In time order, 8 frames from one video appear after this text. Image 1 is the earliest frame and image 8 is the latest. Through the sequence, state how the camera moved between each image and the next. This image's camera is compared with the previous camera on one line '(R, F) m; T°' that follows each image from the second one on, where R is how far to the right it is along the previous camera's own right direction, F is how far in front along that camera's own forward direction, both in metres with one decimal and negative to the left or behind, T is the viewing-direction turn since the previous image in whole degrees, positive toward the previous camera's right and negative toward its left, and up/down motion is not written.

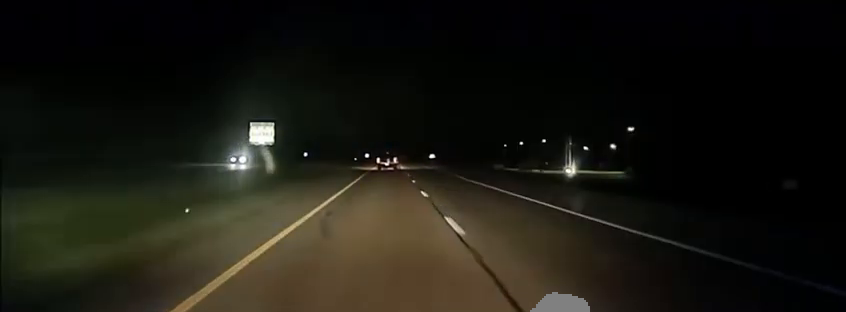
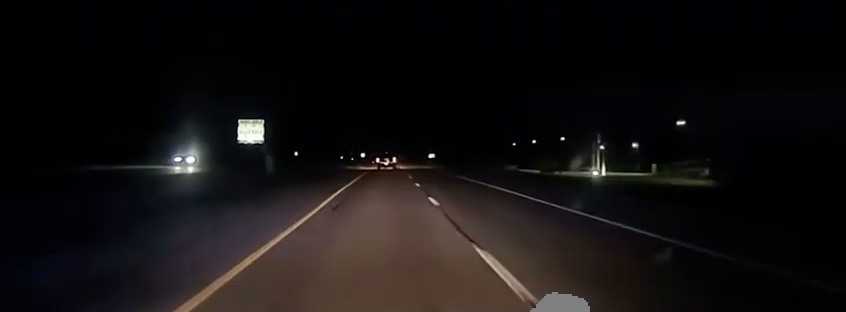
(-0.1, +20.0) m; 0°
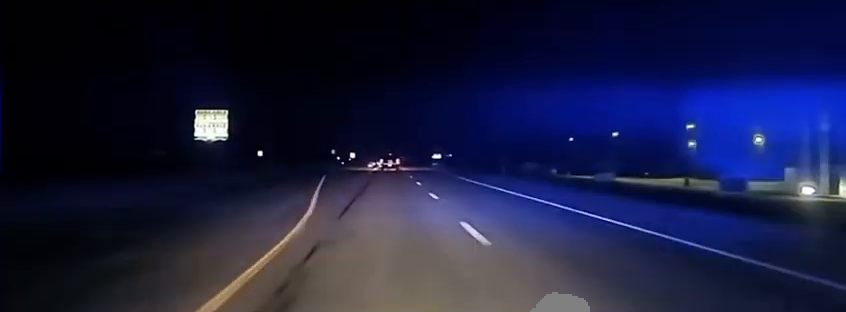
(+0.4, +67.9) m; +1°
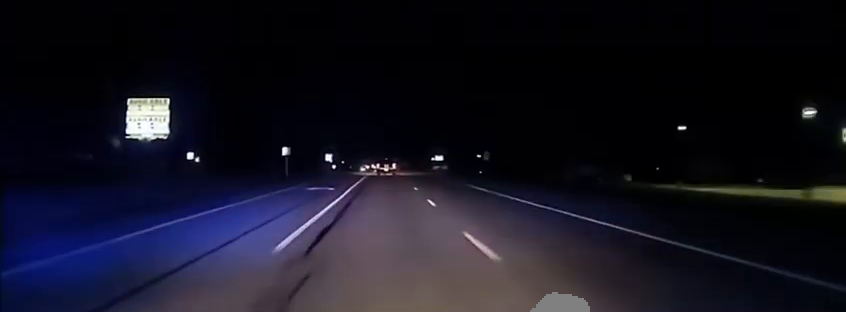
(0.0, +67.8) m; 0°
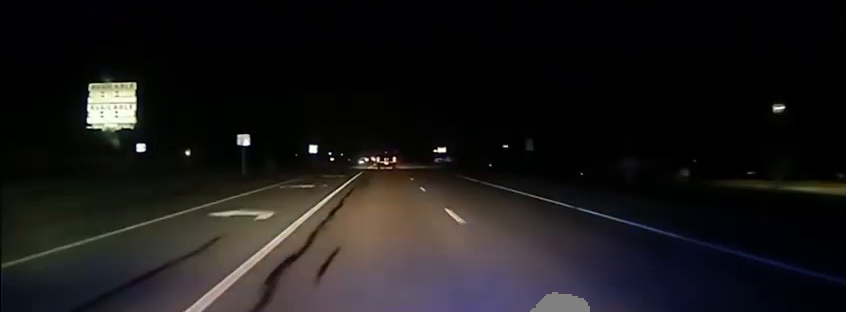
(-0.1, +29.2) m; 0°
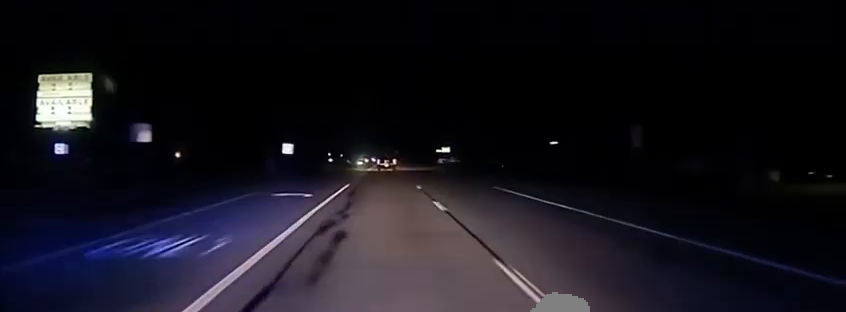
(+0.1, +24.4) m; 0°
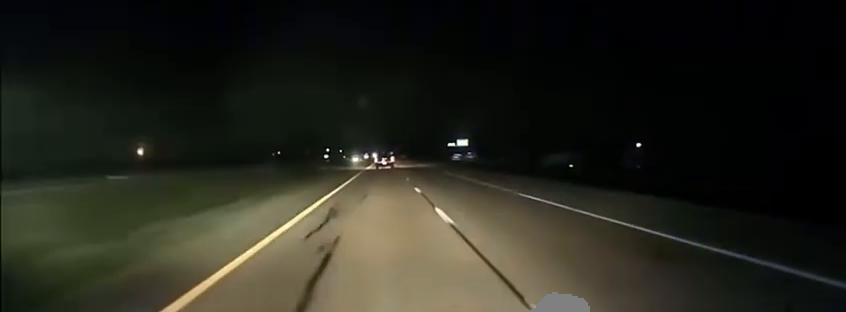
(+0.2, +68.2) m; 0°
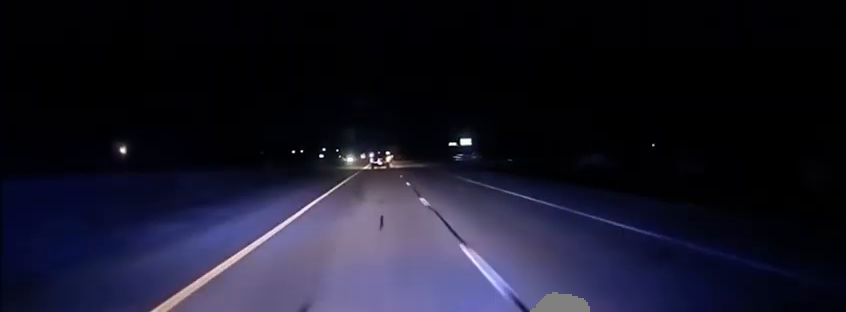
(0.0, +16.0) m; 0°
